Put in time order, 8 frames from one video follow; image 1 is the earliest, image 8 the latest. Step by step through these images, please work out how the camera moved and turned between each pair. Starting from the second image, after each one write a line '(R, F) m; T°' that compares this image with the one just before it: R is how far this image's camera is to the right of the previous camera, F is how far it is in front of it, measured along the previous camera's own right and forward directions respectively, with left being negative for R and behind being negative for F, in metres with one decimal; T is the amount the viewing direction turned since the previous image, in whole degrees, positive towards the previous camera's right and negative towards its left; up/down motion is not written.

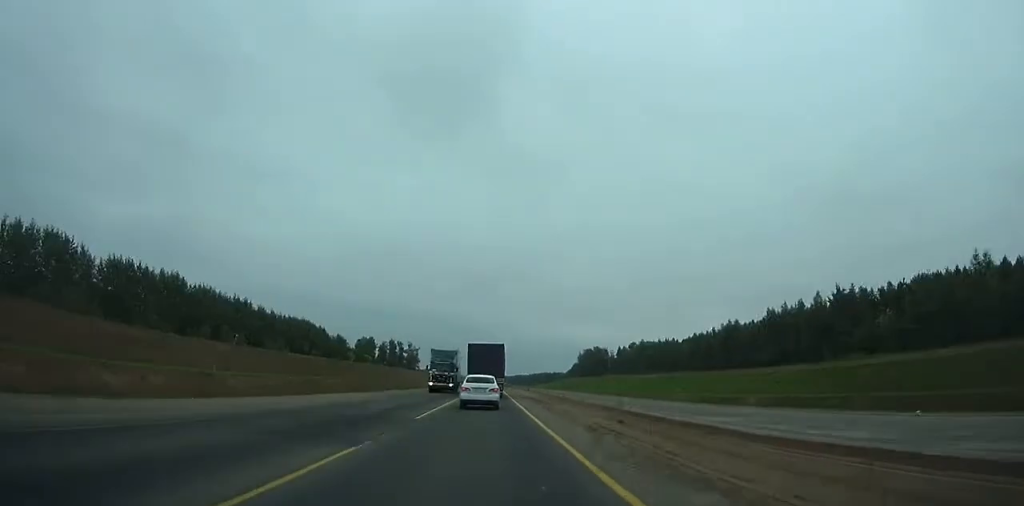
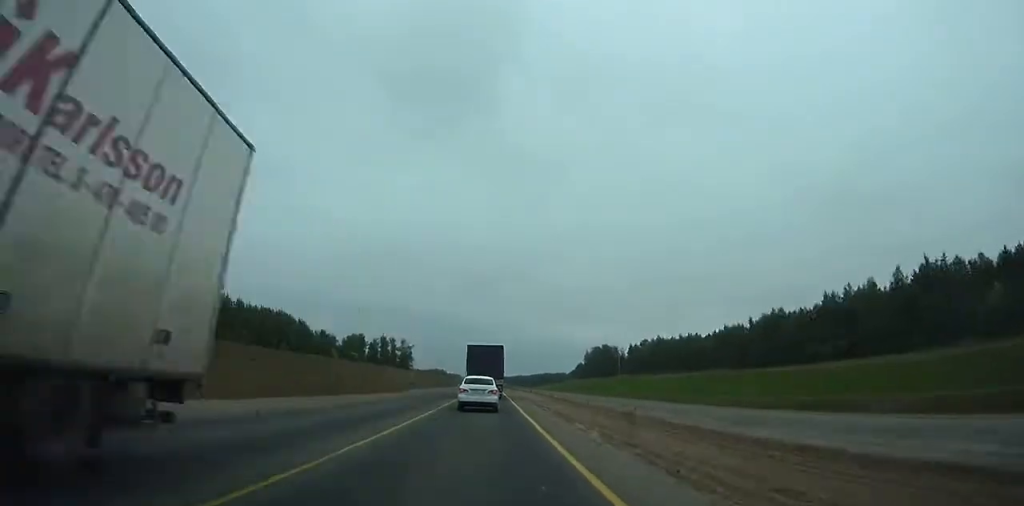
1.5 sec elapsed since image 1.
(-0.1, +28.3) m; 0°
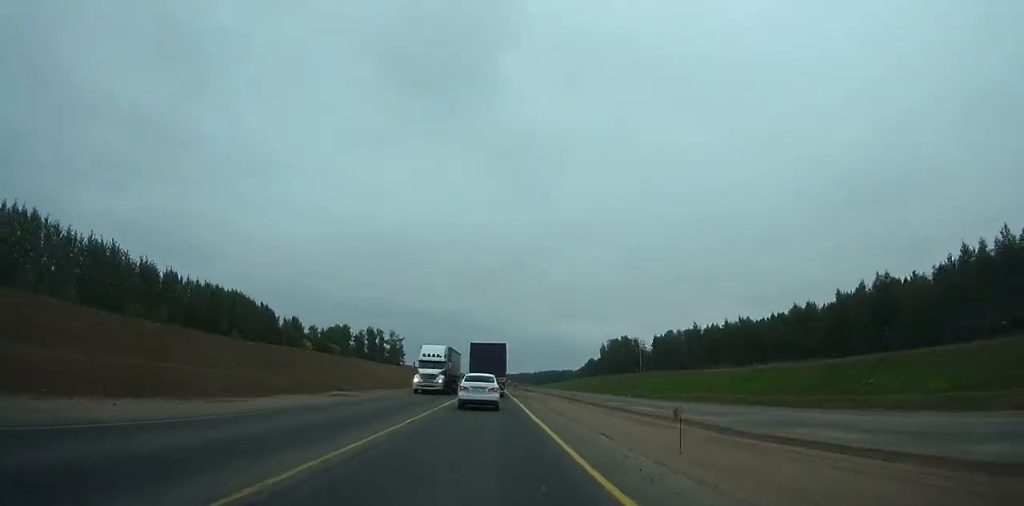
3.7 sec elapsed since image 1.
(+0.1, +41.8) m; +1°
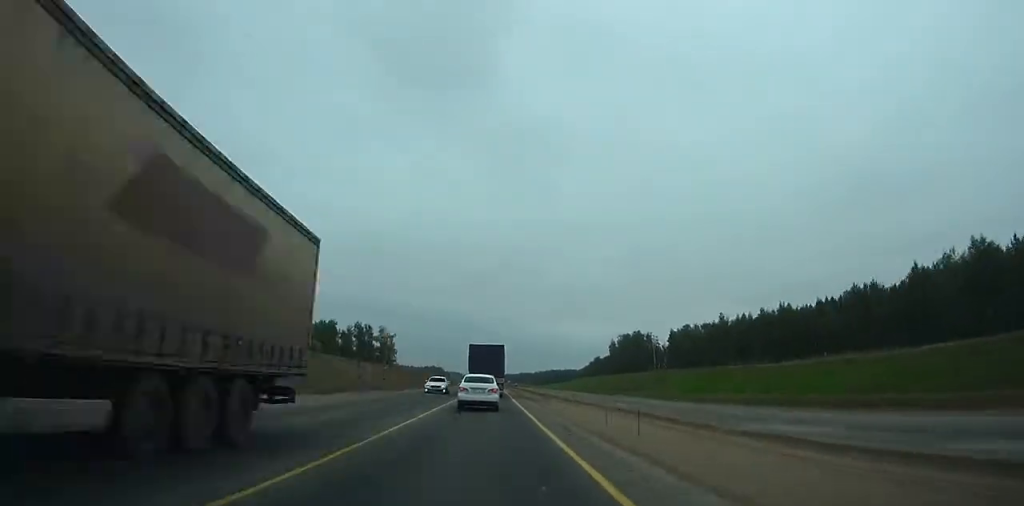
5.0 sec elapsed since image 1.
(0.0, +24.8) m; 0°
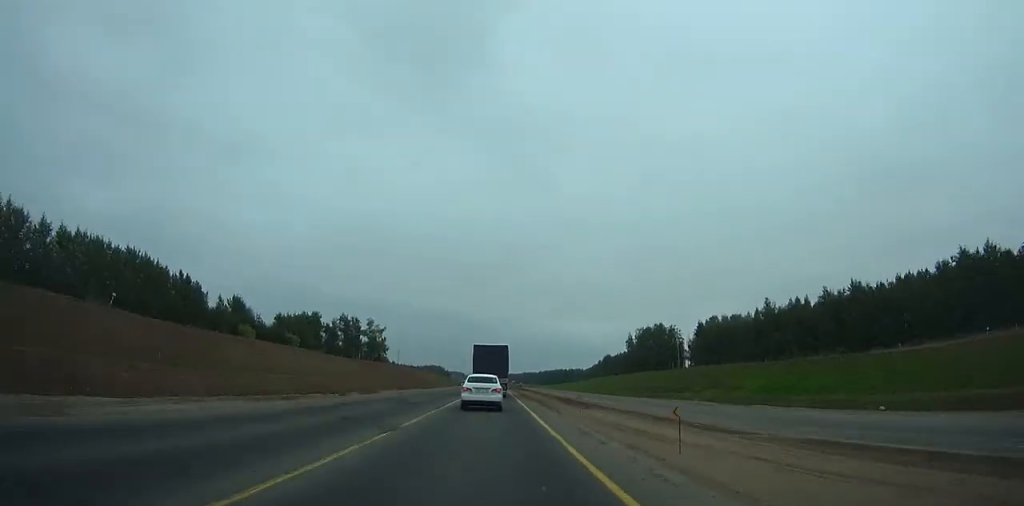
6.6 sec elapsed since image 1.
(+1.1, +30.6) m; -1°
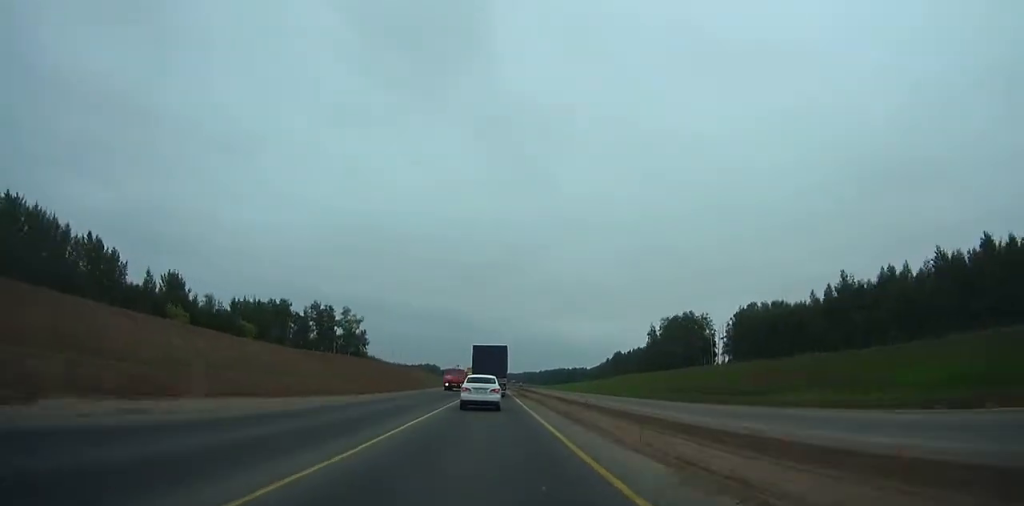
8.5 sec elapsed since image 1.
(-0.3, +36.5) m; -1°
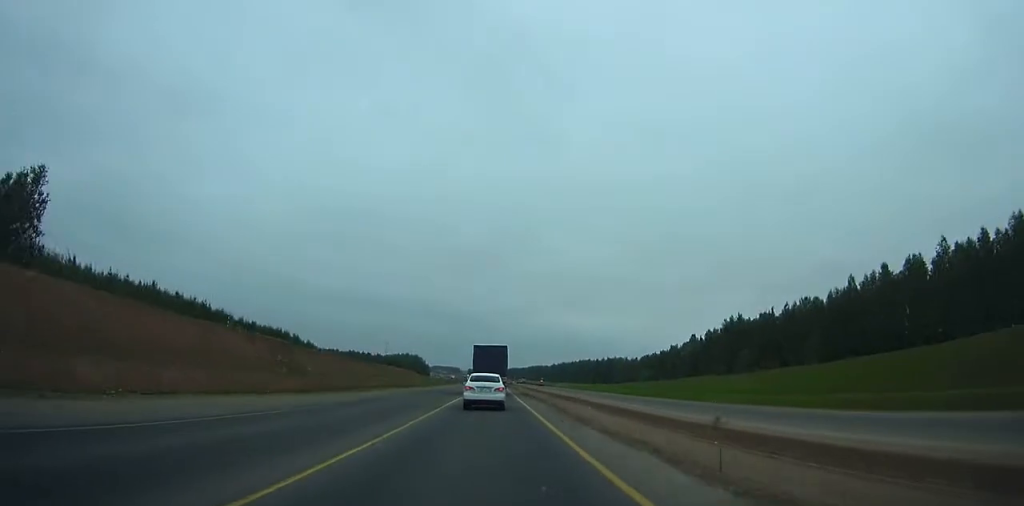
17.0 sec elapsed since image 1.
(-1.1, +164.0) m; 0°
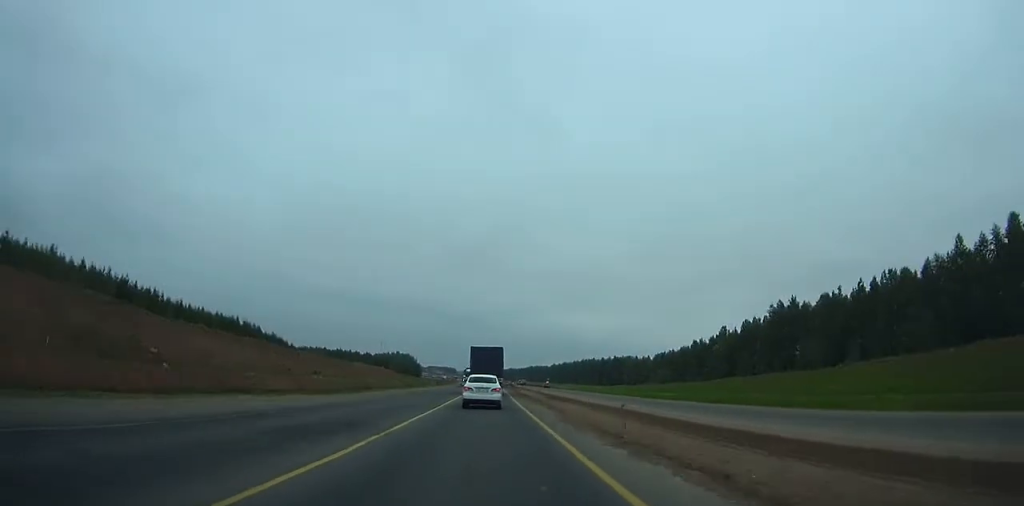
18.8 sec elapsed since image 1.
(-0.1, +34.4) m; 0°
